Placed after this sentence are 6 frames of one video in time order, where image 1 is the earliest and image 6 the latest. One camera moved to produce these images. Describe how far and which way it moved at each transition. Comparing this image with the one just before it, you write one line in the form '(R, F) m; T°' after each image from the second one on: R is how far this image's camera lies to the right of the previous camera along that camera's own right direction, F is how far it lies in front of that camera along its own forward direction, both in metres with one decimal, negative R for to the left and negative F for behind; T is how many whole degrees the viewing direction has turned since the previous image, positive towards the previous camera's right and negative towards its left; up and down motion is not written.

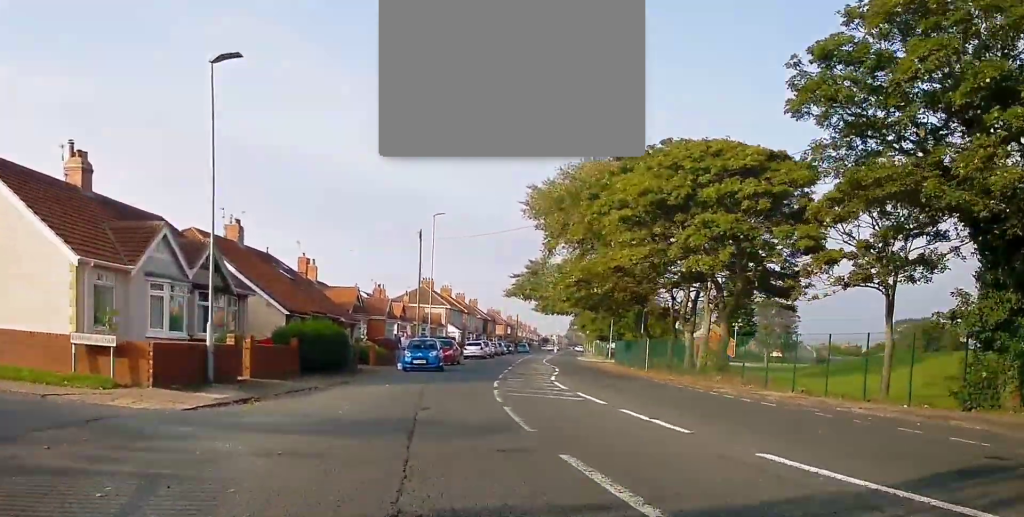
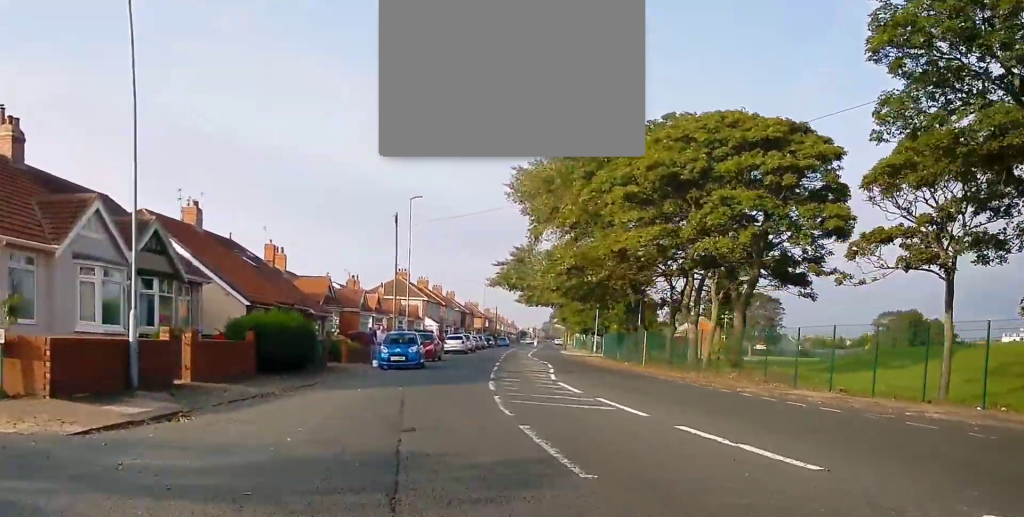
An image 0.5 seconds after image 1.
(+0.1, +4.2) m; +3°
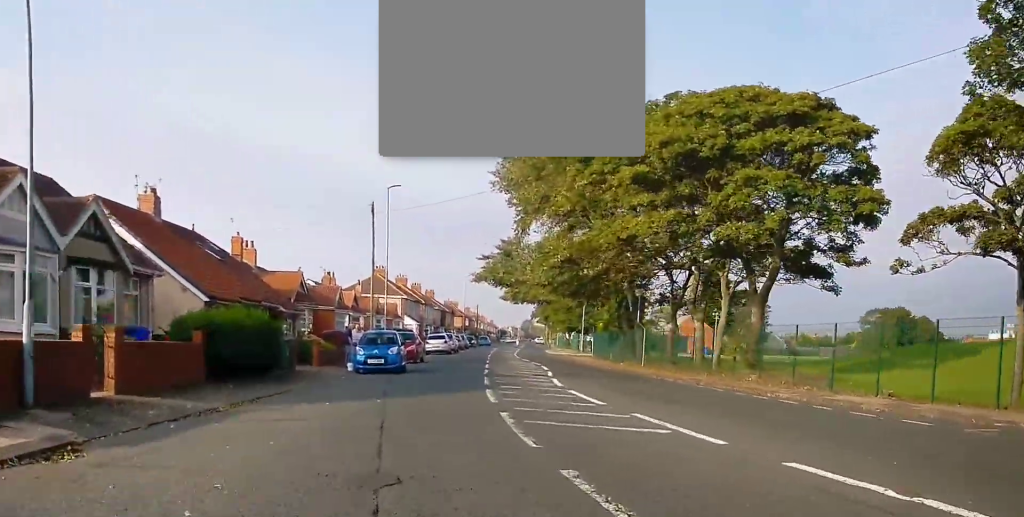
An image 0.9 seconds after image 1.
(+0.1, +3.9) m; +2°
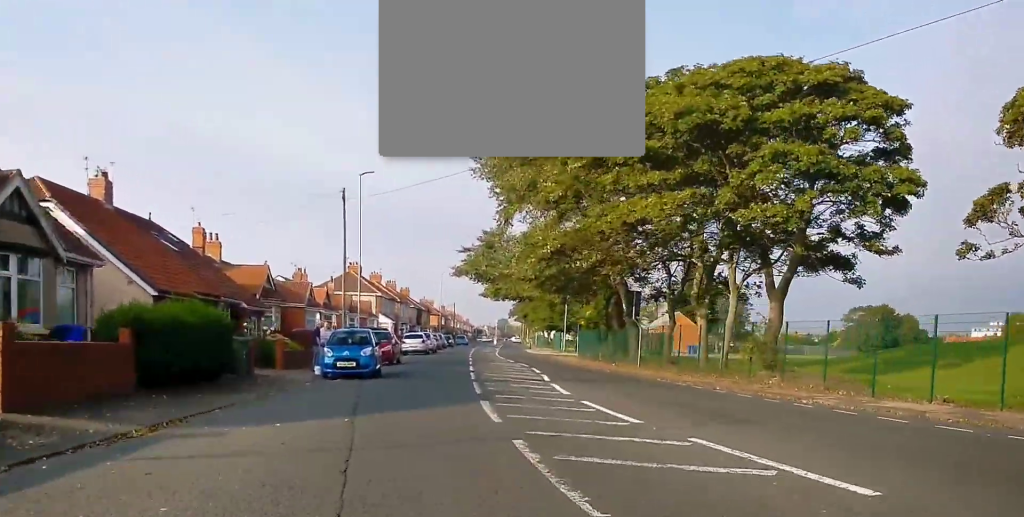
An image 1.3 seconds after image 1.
(0.0, +3.6) m; +1°
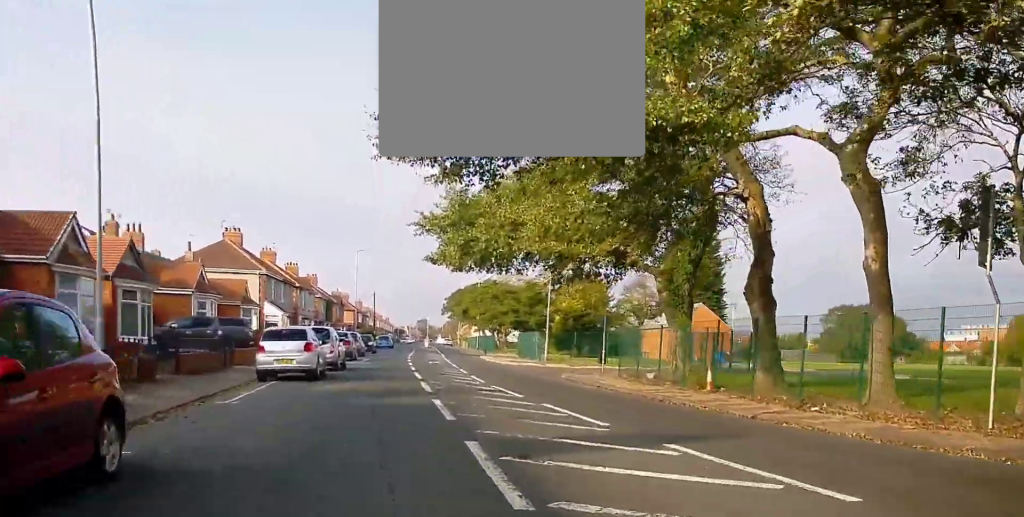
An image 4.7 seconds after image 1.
(+1.2, +30.4) m; +4°
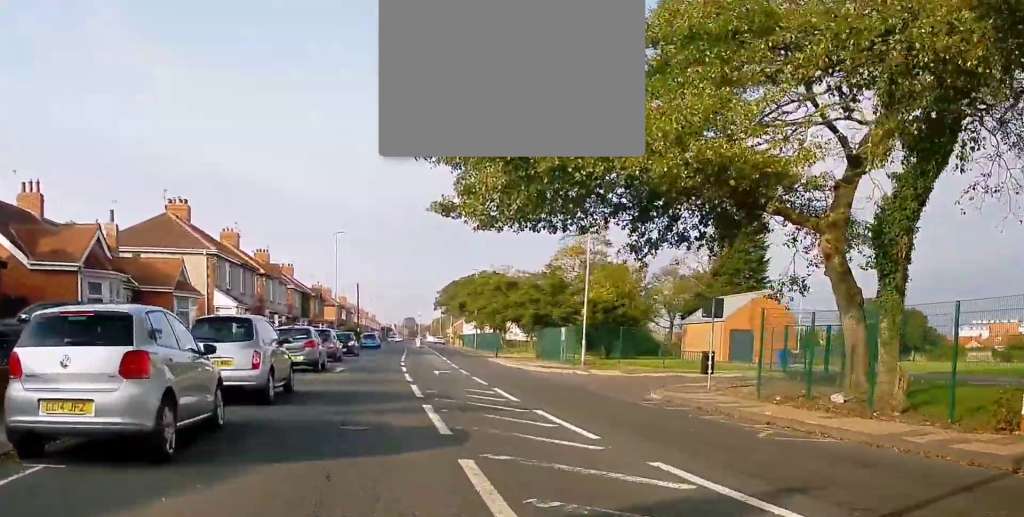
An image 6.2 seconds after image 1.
(+0.4, +13.6) m; 0°
